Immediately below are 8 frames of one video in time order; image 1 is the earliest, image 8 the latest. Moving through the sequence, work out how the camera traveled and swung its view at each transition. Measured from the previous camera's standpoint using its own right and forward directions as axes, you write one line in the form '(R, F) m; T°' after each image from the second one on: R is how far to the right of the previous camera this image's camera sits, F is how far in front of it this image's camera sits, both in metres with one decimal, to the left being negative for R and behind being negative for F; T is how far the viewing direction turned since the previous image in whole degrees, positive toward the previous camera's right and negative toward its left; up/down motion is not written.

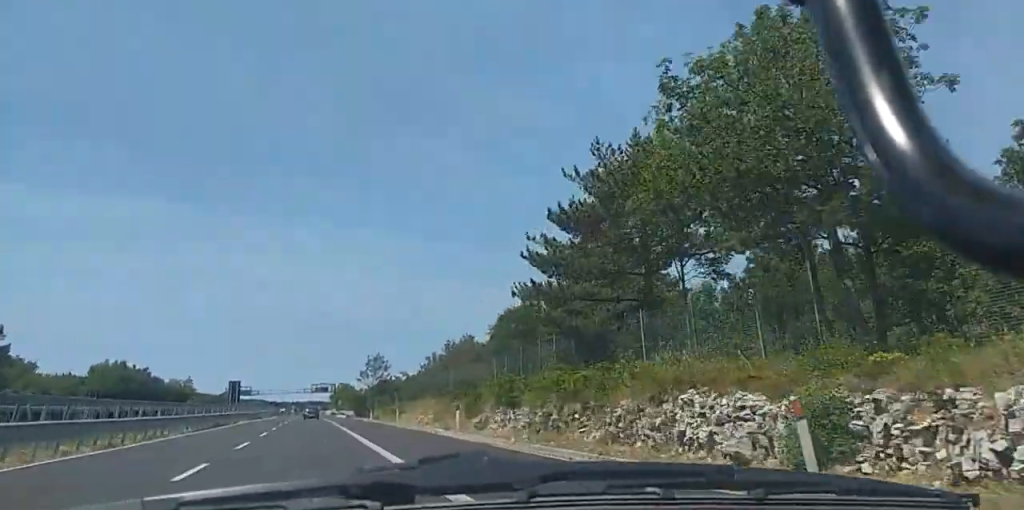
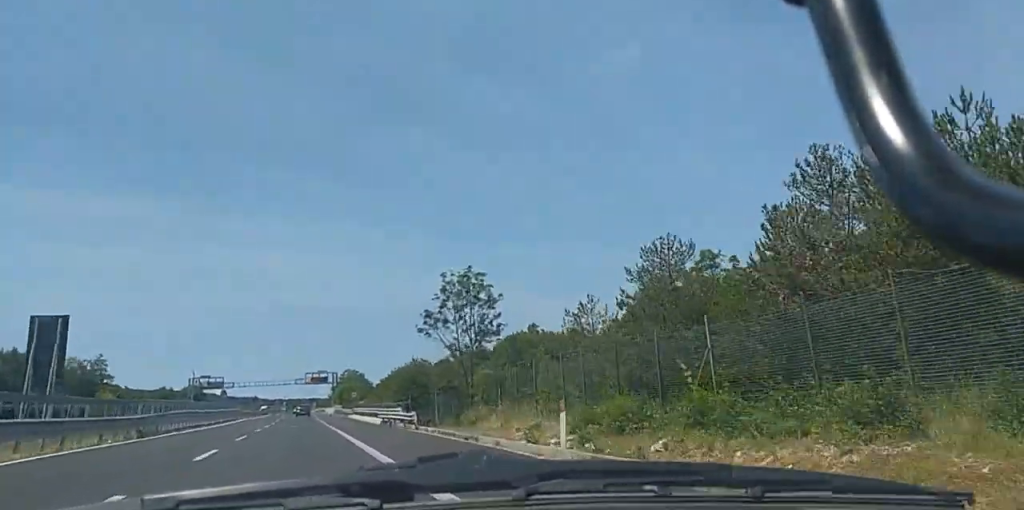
(-0.1, +65.6) m; +1°
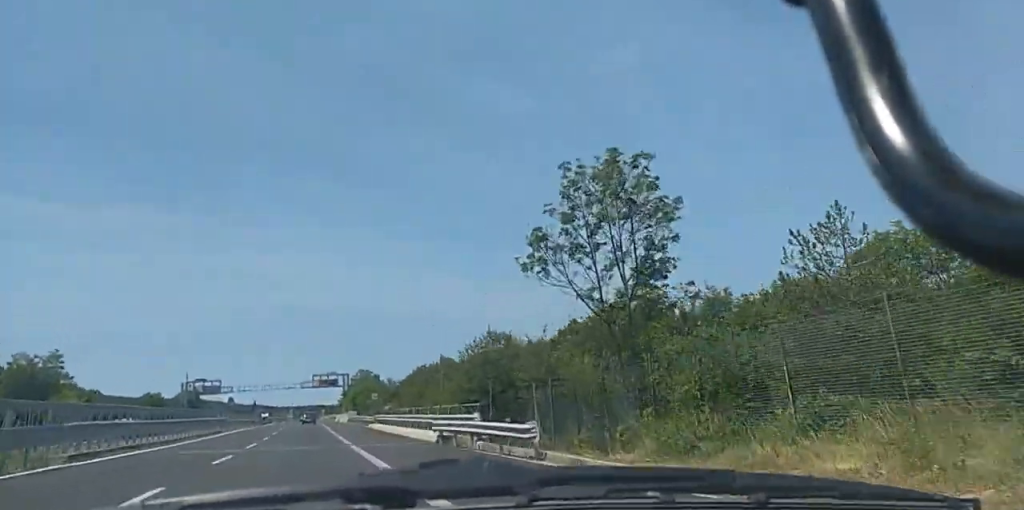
(+0.6, +21.5) m; +1°
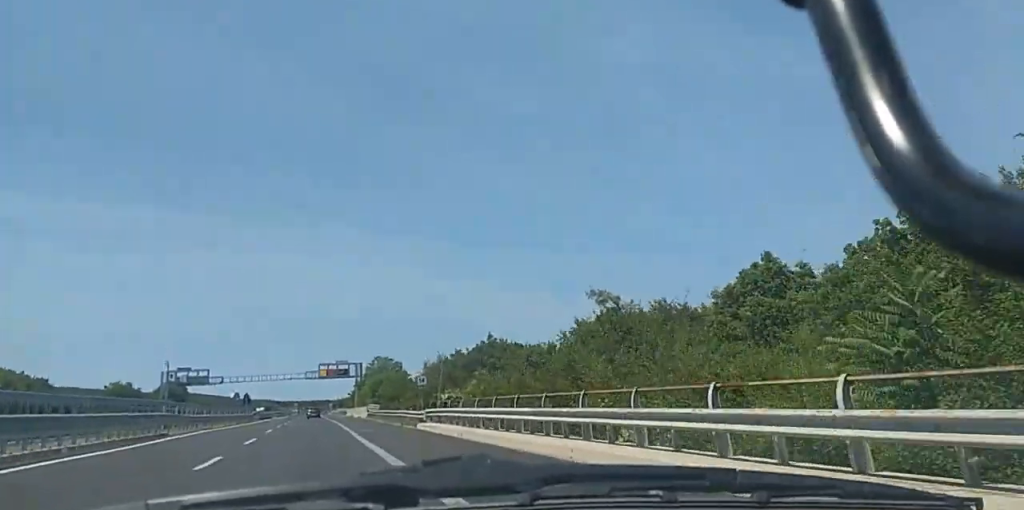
(-0.3, +29.3) m; -2°
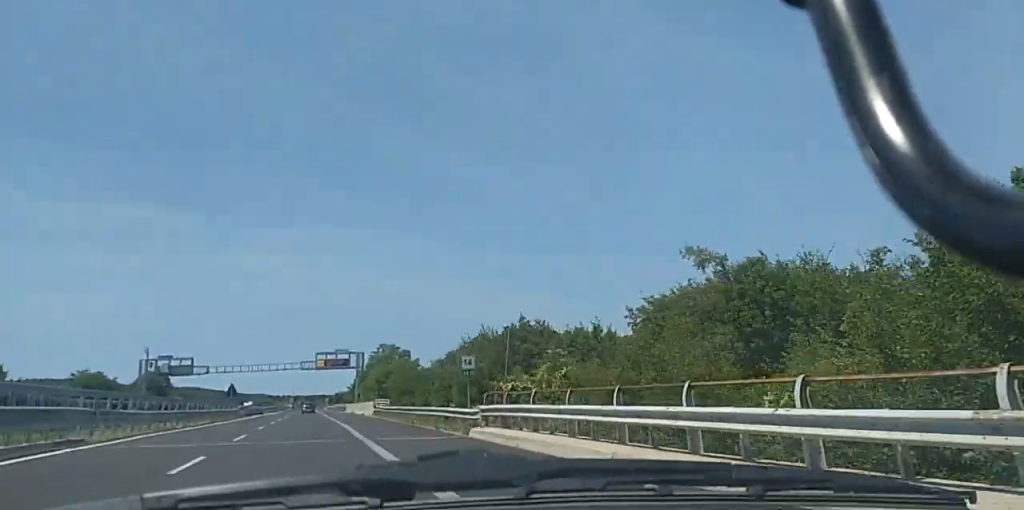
(-0.3, +14.5) m; -1°
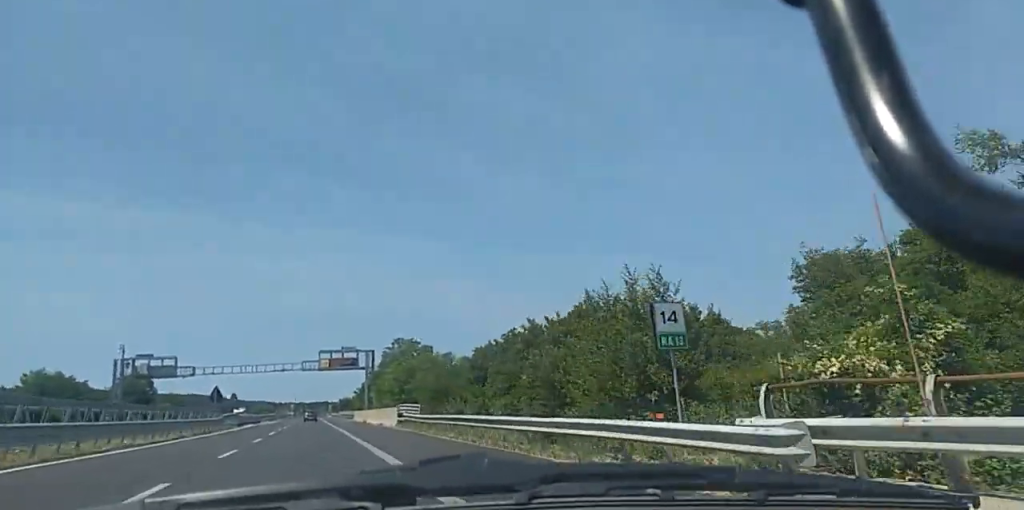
(-0.1, +17.3) m; -1°
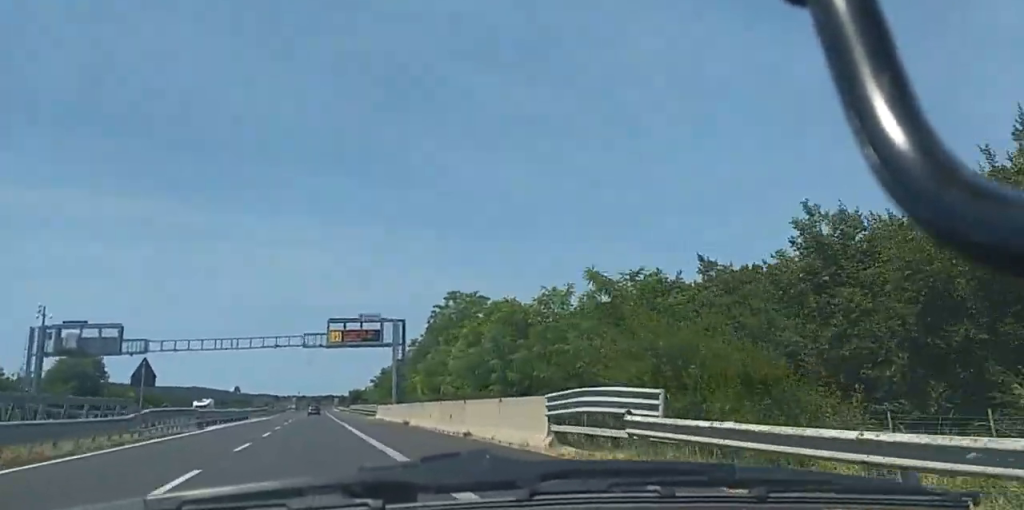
(-0.4, +32.5) m; -1°
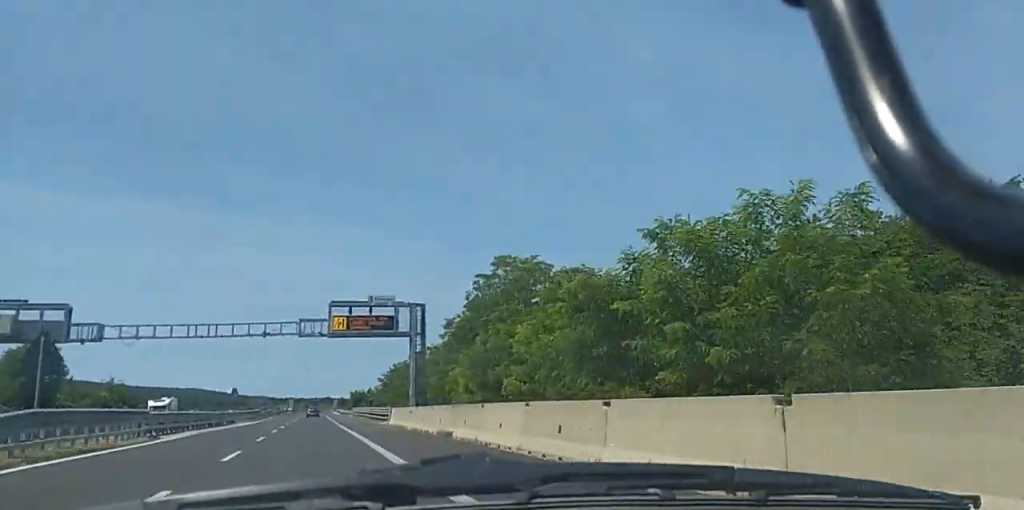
(-0.3, +15.2) m; 0°
